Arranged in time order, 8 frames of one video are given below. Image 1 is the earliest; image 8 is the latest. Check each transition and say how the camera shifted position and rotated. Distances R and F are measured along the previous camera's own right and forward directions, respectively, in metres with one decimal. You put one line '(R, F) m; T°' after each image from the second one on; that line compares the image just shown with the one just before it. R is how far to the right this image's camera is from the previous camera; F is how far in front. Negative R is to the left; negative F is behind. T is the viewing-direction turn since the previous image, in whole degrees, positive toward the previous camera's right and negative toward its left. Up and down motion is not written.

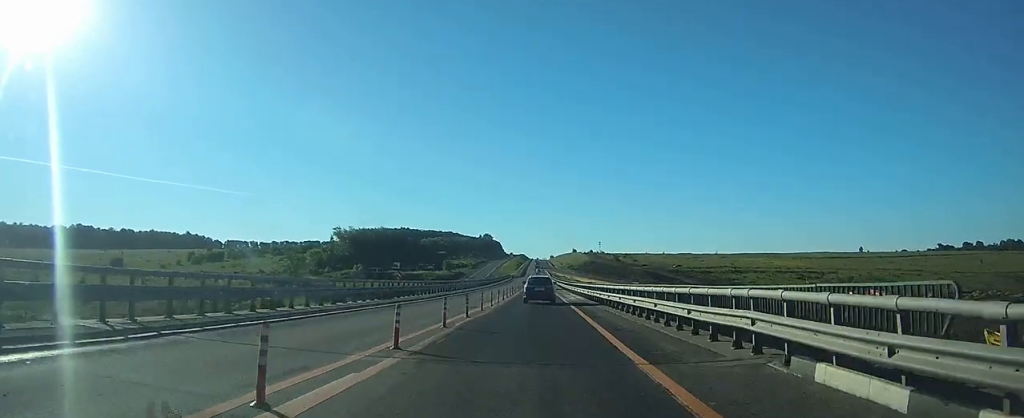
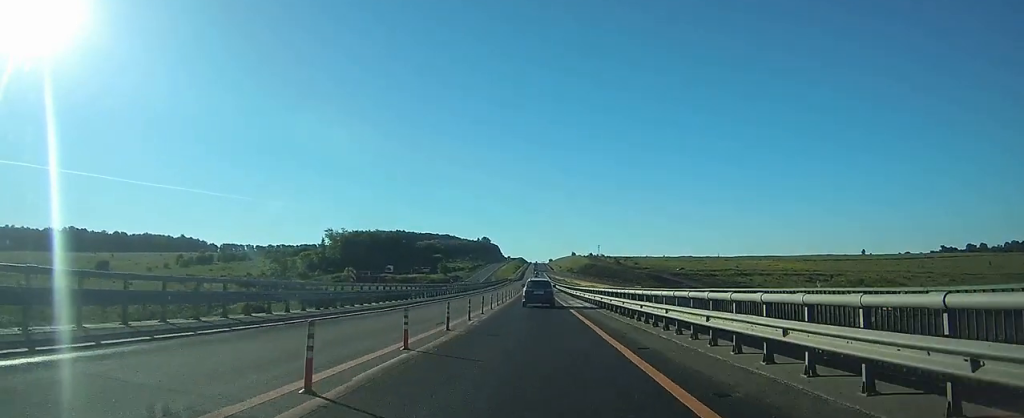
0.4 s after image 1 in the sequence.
(0.0, +9.1) m; 0°
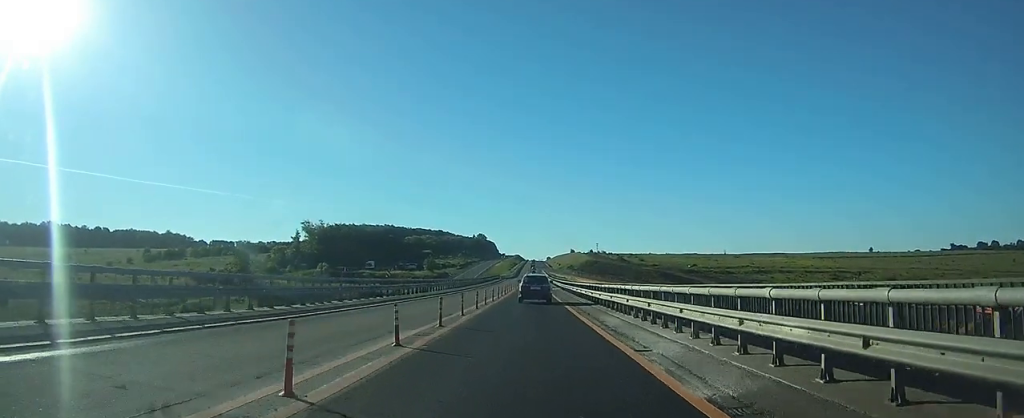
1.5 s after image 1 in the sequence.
(-0.1, +24.6) m; 0°
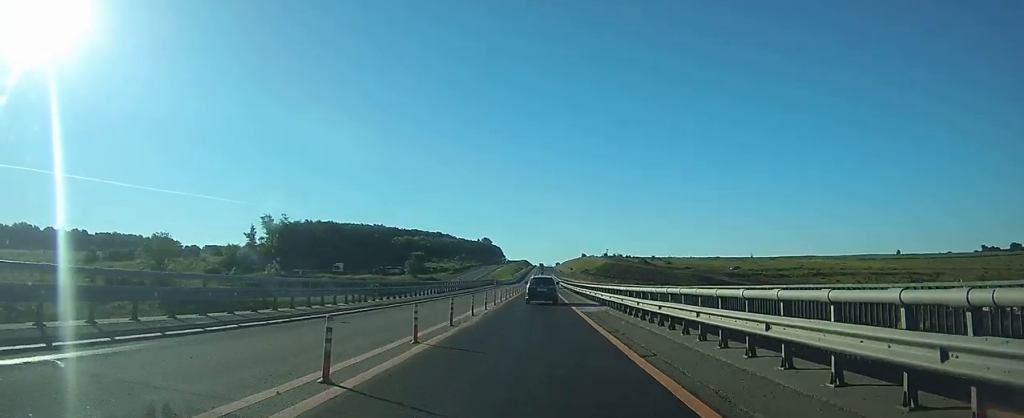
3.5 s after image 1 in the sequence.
(-0.1, +43.1) m; 0°
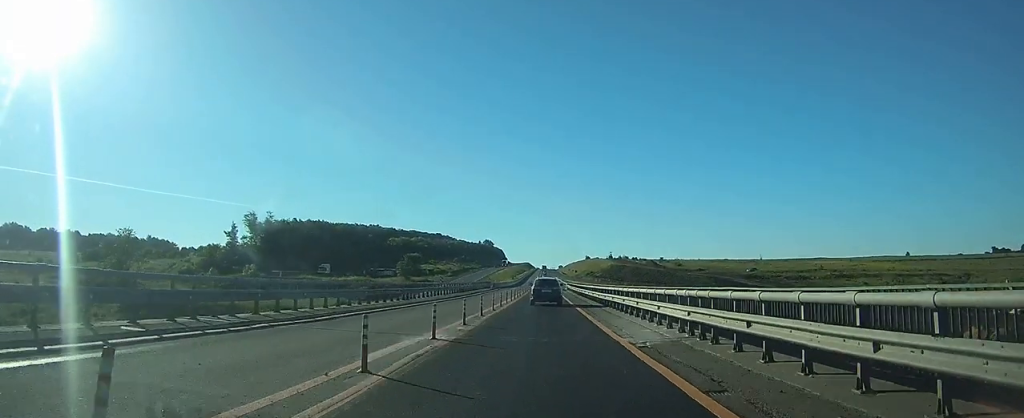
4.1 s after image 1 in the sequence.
(0.0, +13.8) m; 0°
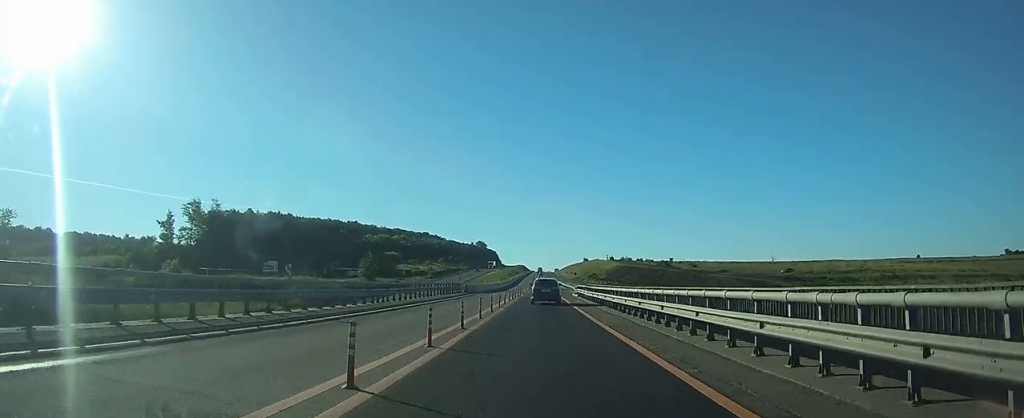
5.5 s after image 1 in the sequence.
(0.0, +30.5) m; 0°
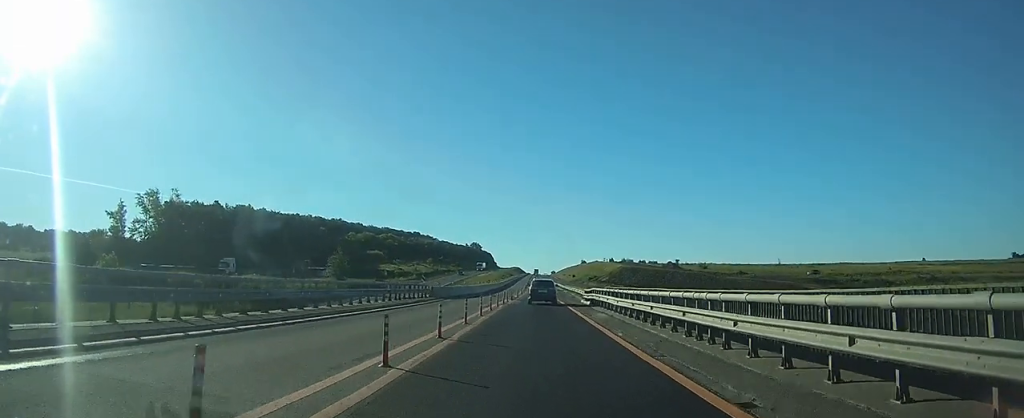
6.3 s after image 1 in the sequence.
(+0.1, +17.6) m; 0°
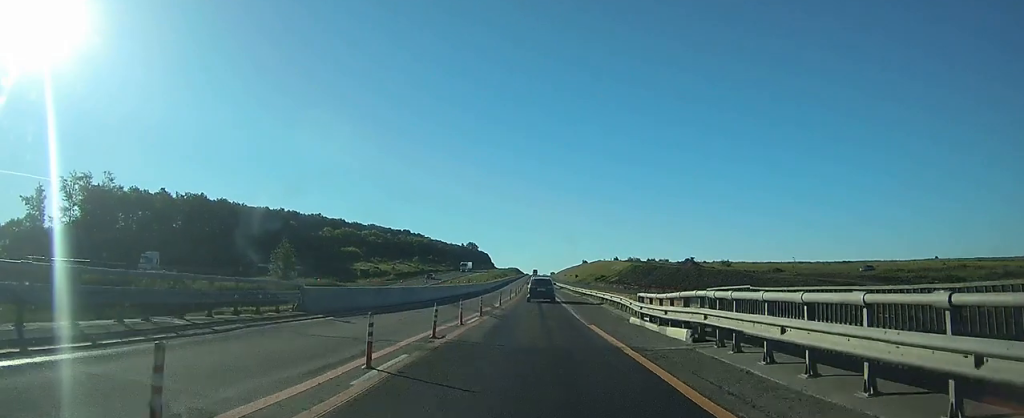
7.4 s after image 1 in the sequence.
(0.0, +24.5) m; 0°
